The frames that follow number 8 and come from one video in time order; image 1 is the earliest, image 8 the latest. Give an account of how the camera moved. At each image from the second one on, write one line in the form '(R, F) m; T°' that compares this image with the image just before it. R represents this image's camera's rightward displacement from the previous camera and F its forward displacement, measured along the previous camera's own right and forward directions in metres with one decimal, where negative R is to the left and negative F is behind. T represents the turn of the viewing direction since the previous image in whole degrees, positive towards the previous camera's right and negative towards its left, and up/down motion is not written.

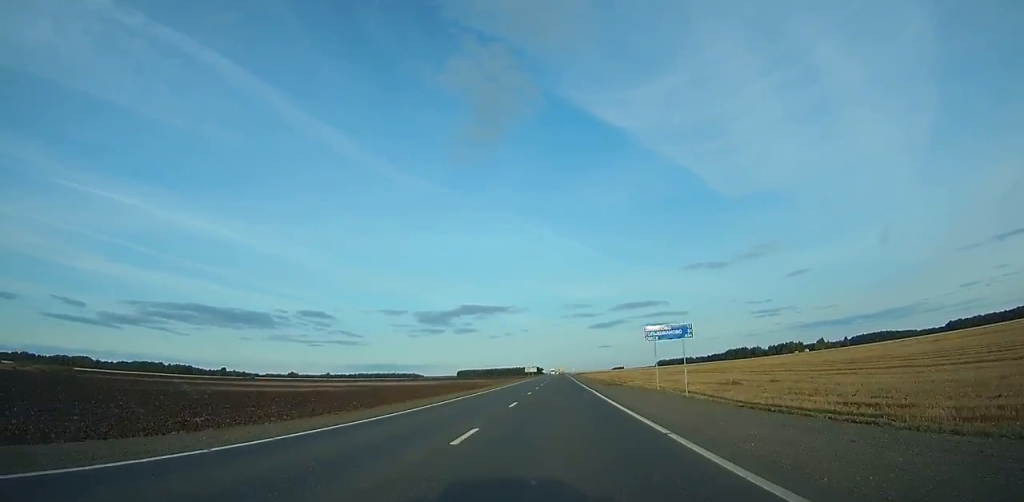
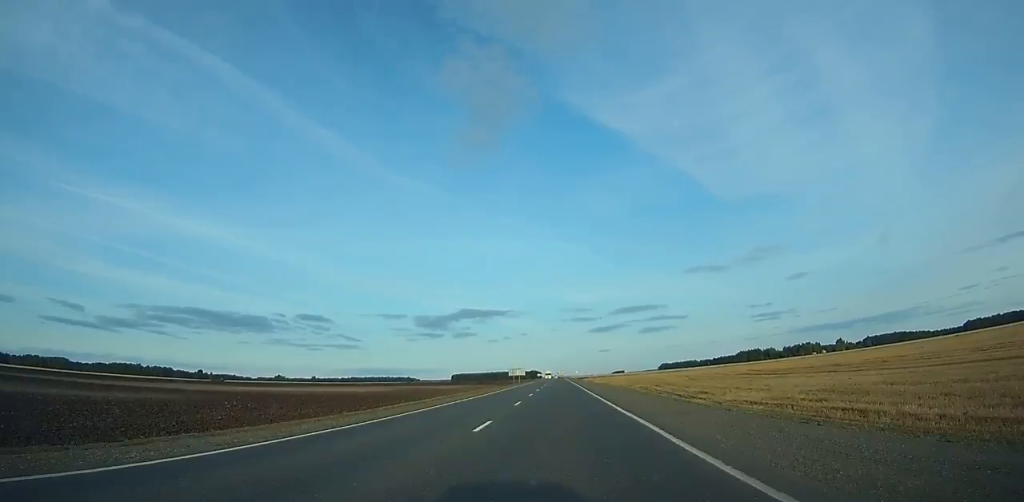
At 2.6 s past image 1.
(+0.1, +68.2) m; 0°
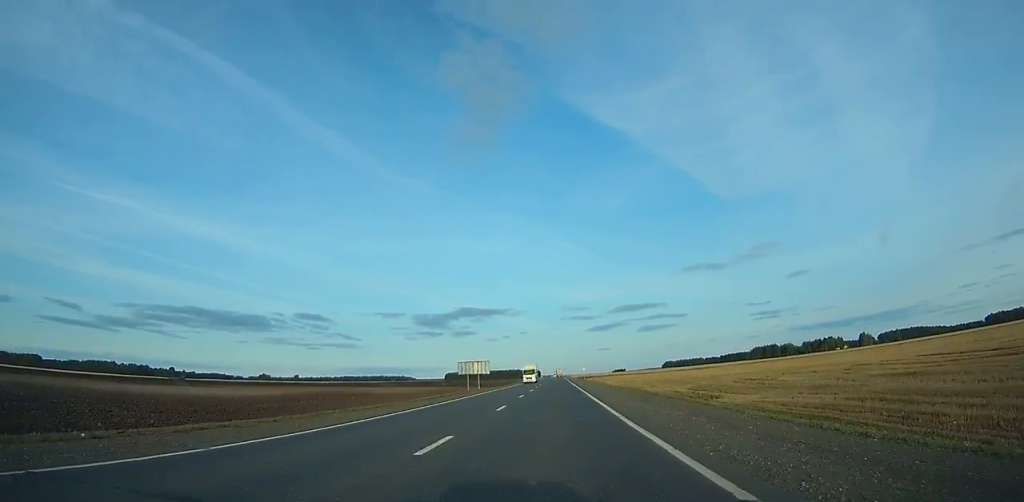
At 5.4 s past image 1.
(0.0, +72.7) m; 0°
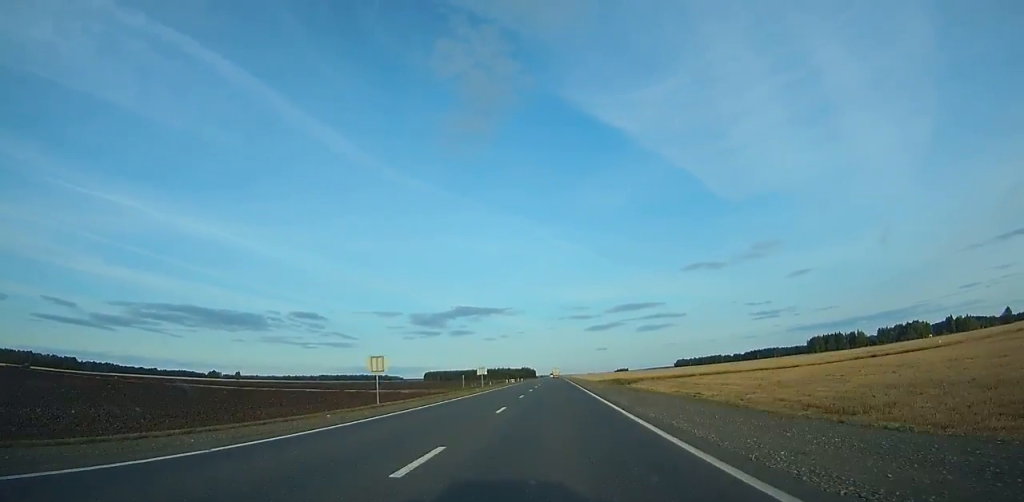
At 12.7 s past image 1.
(0.0, +188.7) m; 0°
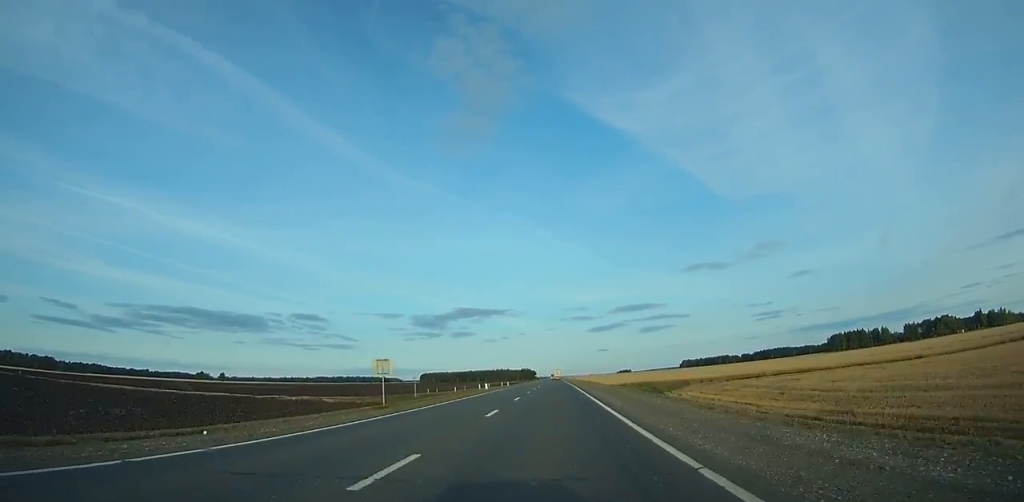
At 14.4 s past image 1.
(+0.1, +46.6) m; 0°
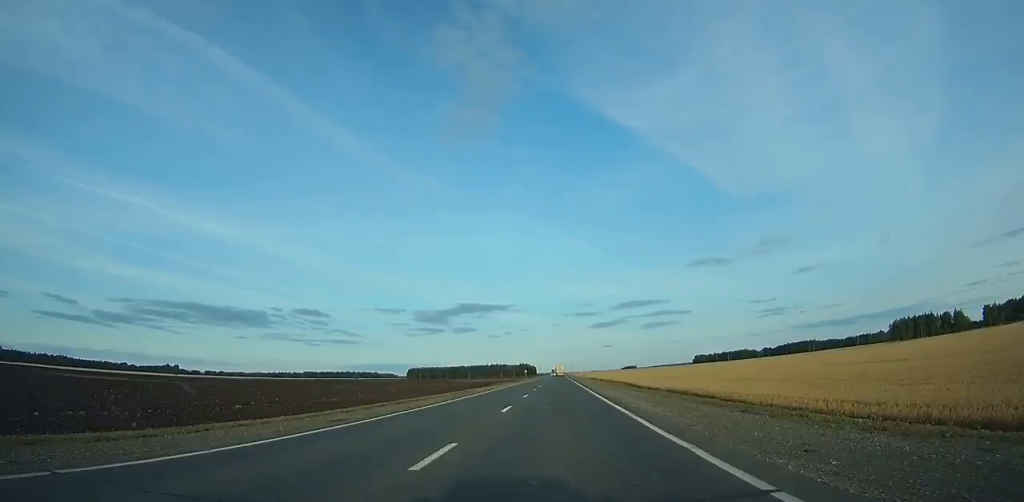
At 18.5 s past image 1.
(-0.4, +116.9) m; 0°
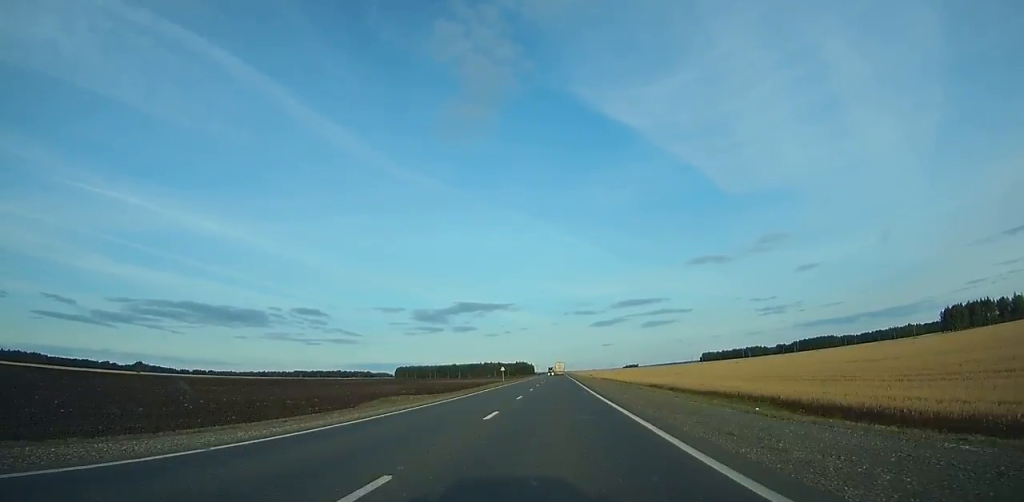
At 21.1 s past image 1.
(-0.1, +75.7) m; 0°
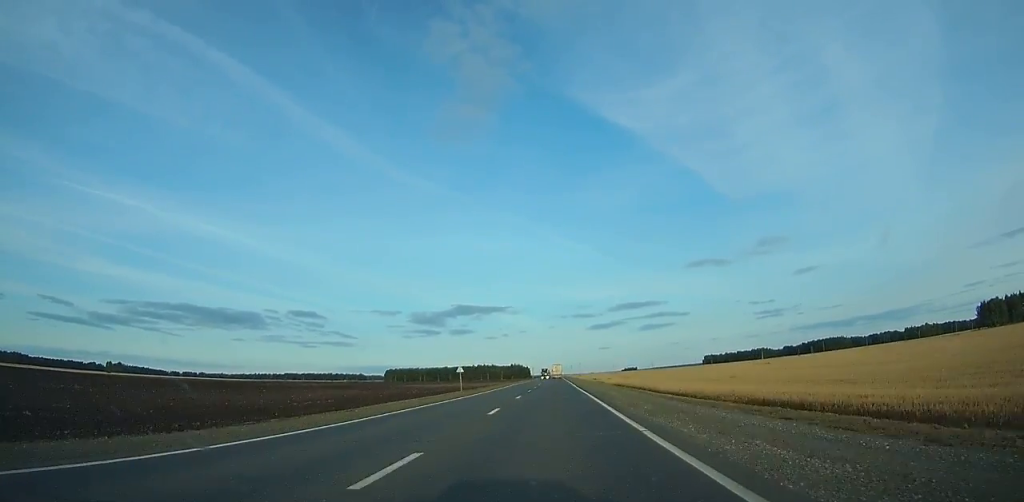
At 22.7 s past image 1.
(0.0, +46.6) m; 0°
